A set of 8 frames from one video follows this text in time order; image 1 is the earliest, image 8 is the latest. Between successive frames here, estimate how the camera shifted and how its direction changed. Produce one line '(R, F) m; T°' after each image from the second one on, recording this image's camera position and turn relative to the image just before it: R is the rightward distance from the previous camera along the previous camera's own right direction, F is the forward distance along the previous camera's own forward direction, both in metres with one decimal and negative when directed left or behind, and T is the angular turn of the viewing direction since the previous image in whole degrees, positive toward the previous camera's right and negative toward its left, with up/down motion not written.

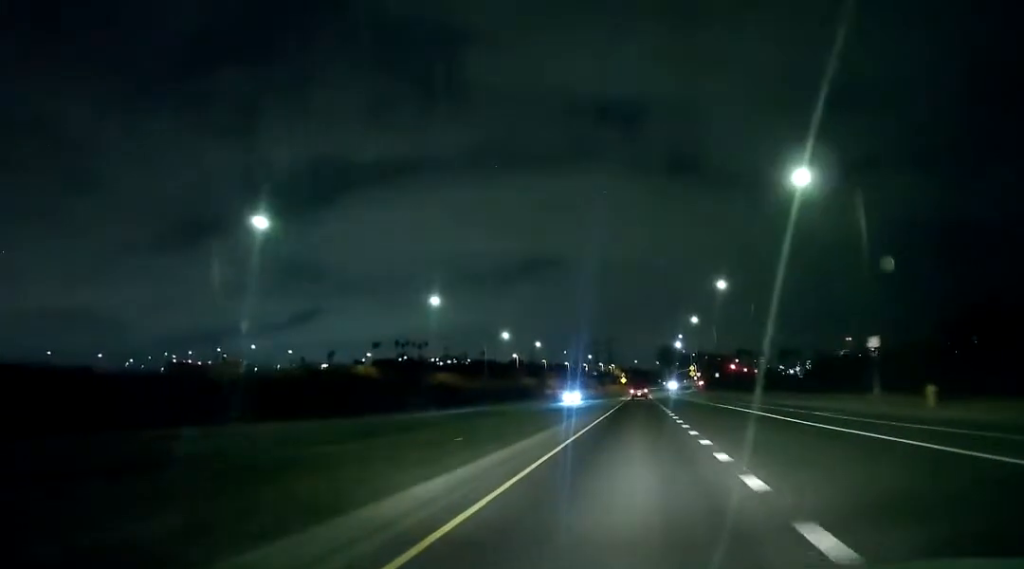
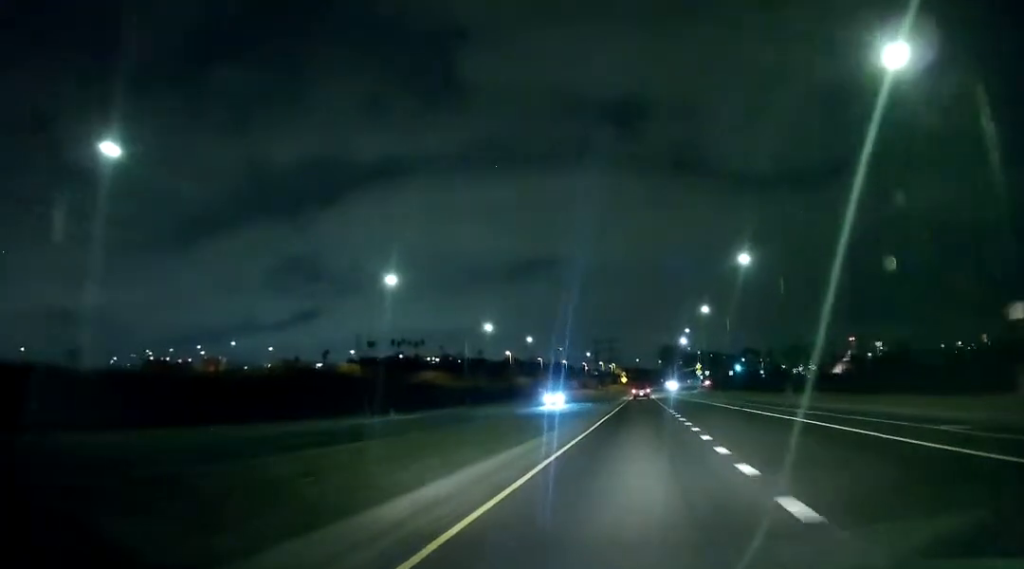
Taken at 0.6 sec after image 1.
(0.0, +13.4) m; 0°
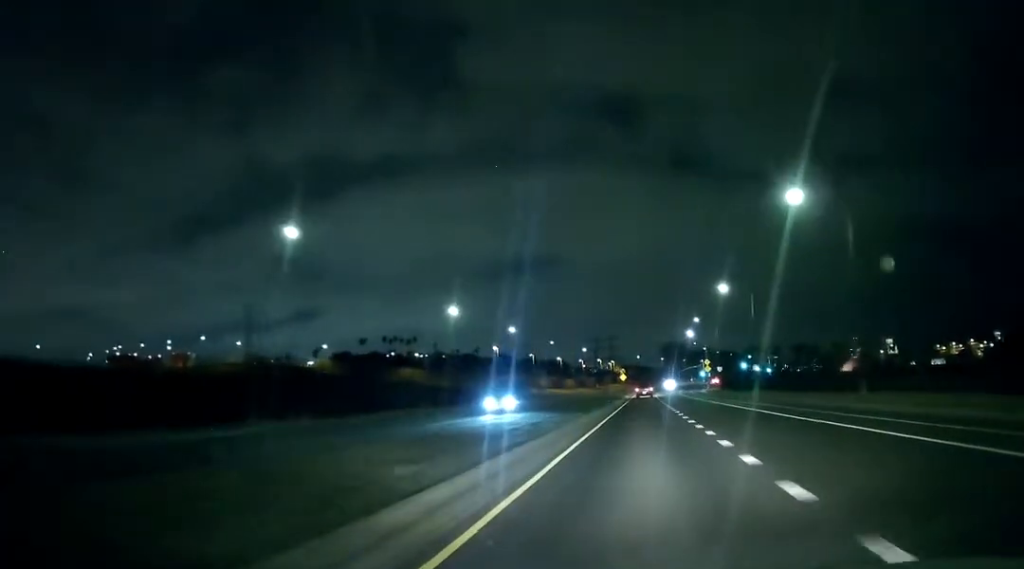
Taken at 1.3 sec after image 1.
(0.0, +16.5) m; 0°
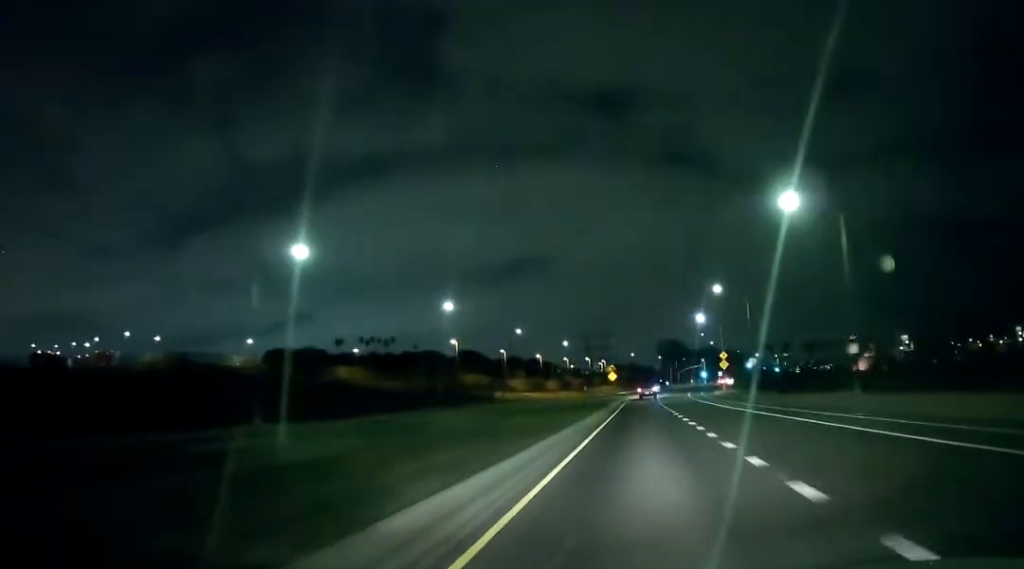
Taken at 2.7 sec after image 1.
(+0.1, +33.0) m; 0°
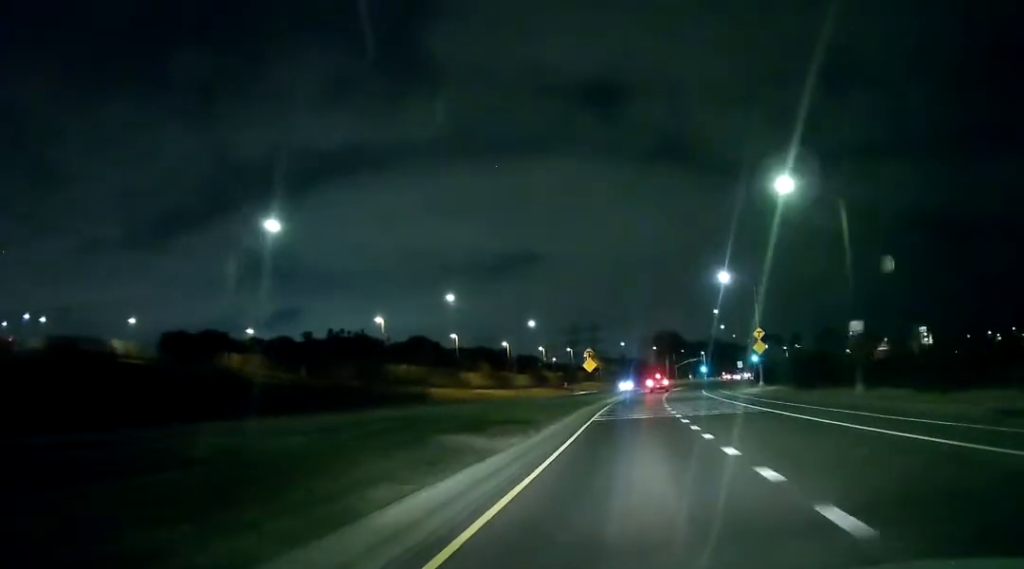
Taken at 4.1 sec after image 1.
(-0.2, +34.5) m; +1°
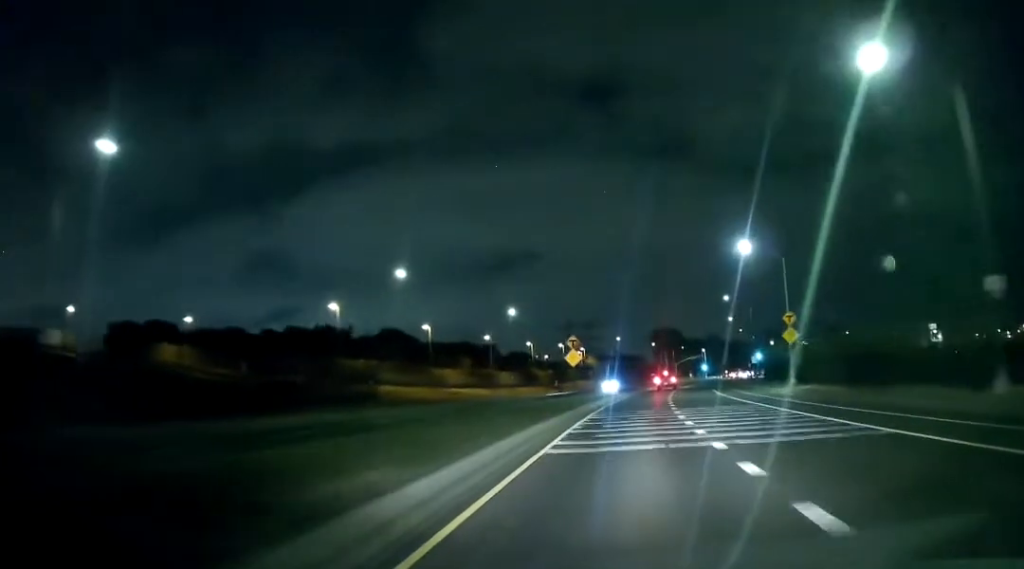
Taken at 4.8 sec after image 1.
(+0.5, +14.3) m; +2°
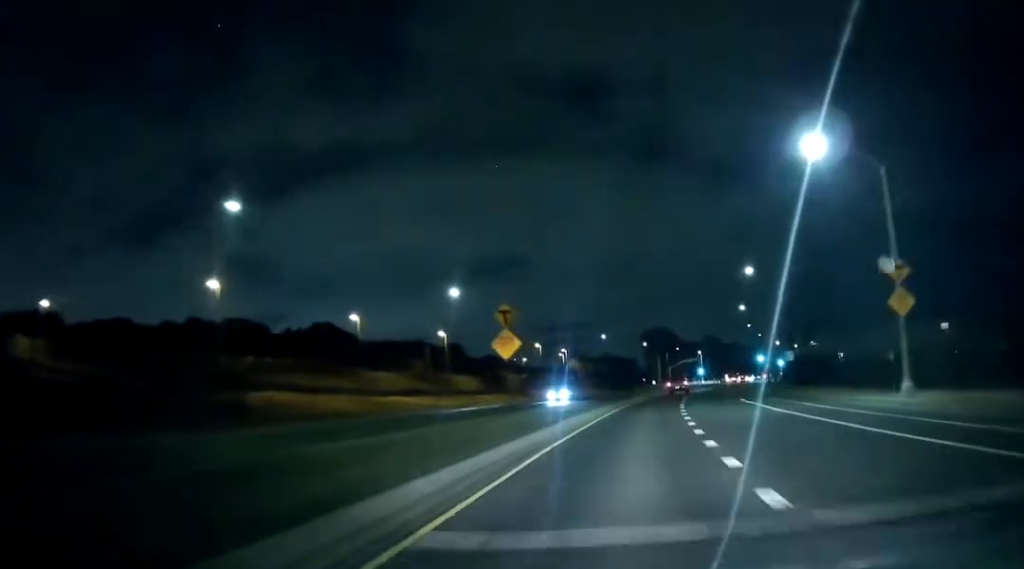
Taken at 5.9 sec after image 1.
(+0.6, +23.6) m; +1°
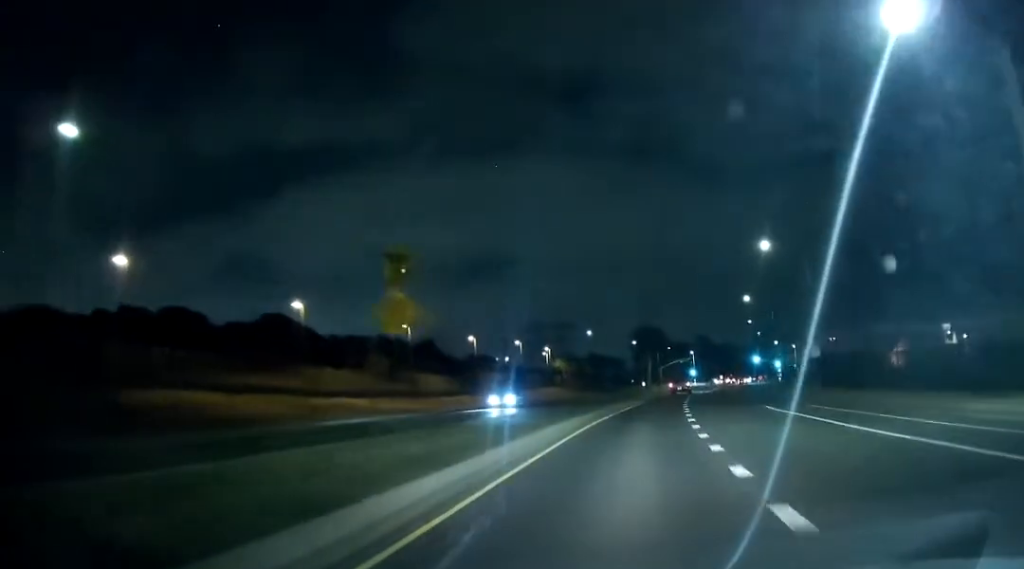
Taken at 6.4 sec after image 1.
(0.0, +11.6) m; 0°
